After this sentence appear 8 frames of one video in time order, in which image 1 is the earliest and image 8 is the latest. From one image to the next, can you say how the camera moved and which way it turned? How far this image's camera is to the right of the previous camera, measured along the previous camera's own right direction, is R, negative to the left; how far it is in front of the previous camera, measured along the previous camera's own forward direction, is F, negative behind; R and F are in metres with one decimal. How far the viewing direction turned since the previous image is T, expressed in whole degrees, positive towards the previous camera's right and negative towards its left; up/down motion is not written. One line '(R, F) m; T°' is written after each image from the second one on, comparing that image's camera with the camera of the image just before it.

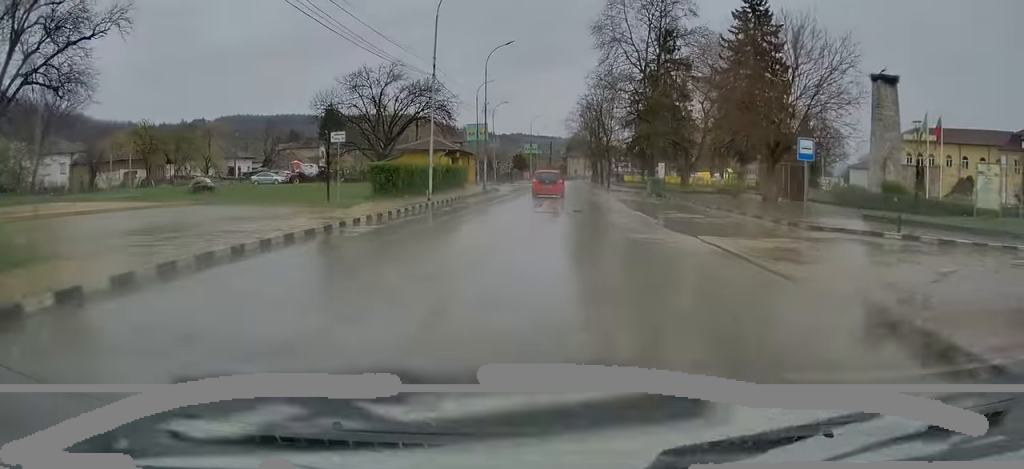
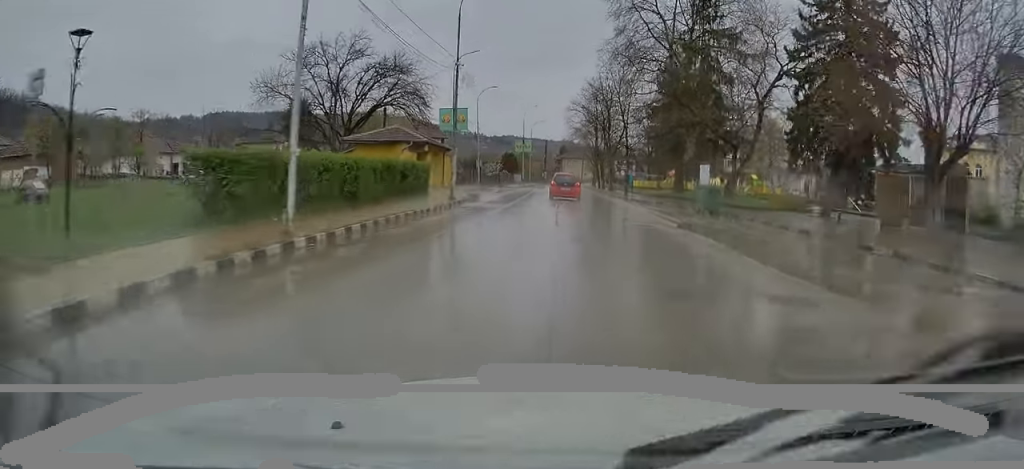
(-0.3, +15.3) m; -1°
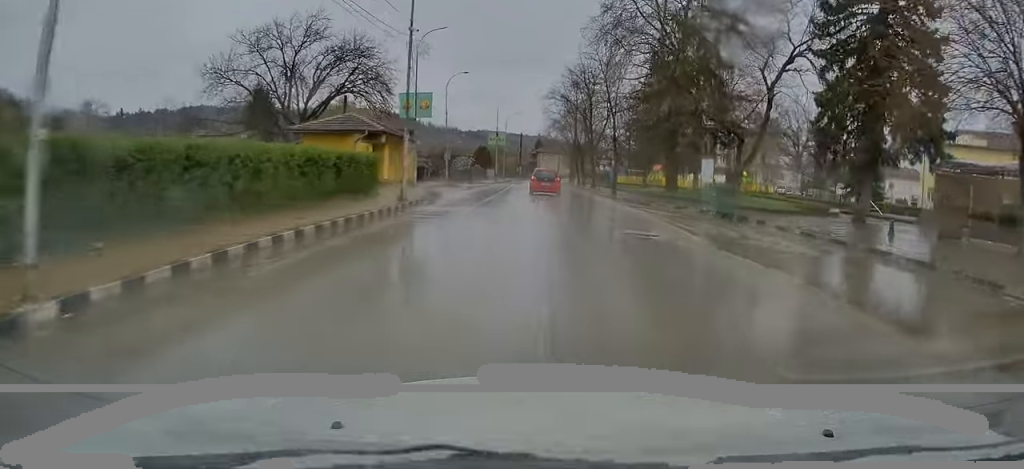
(0.0, +5.9) m; +2°
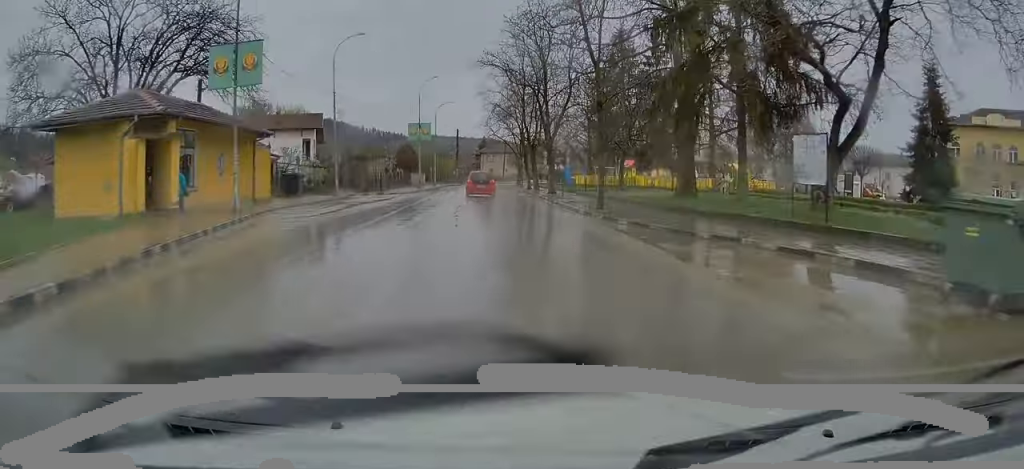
(+1.1, +18.4) m; +3°
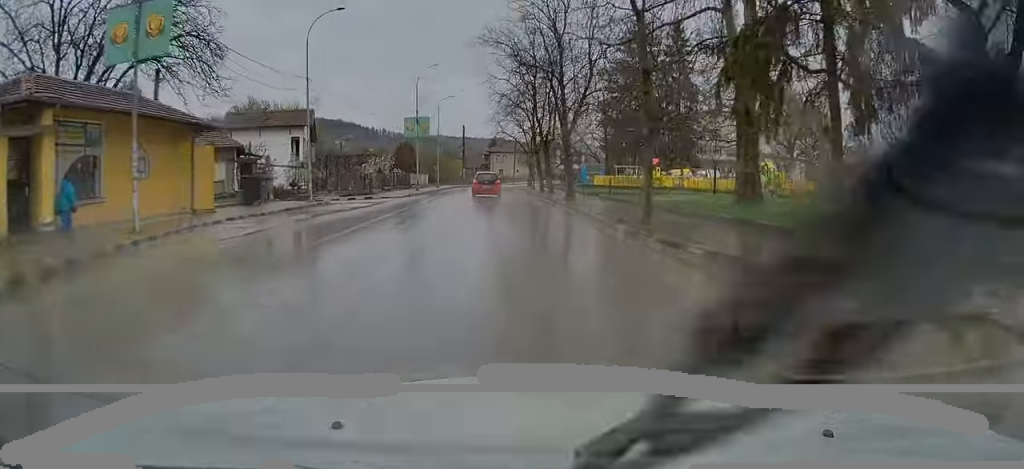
(-0.2, +6.7) m; -1°
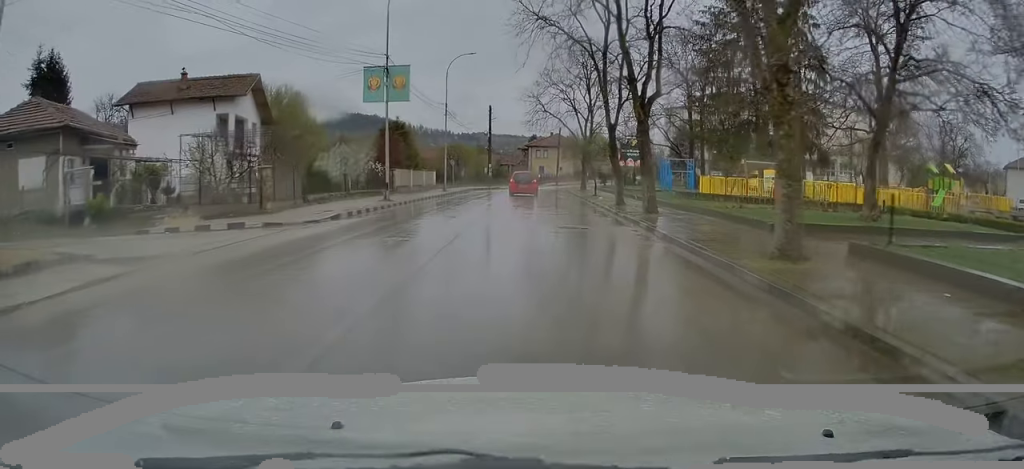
(-0.3, +23.1) m; -1°
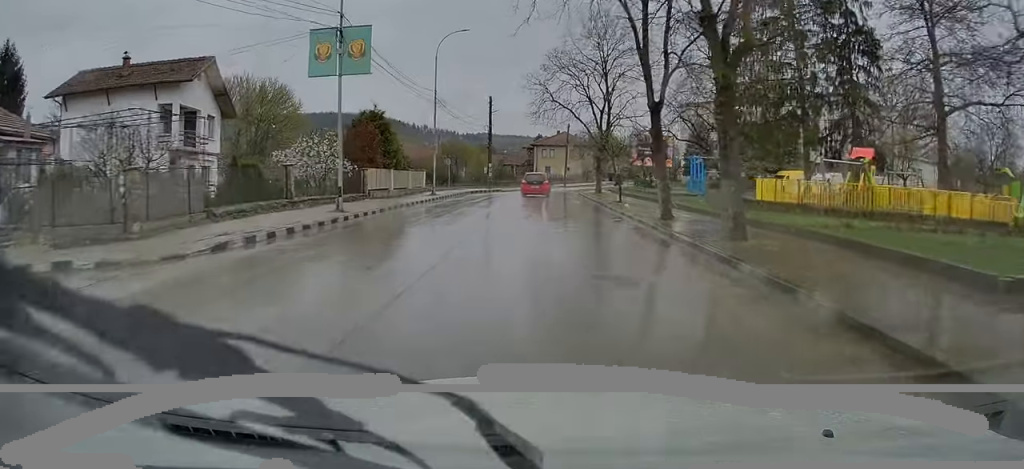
(0.0, +7.6) m; 0°
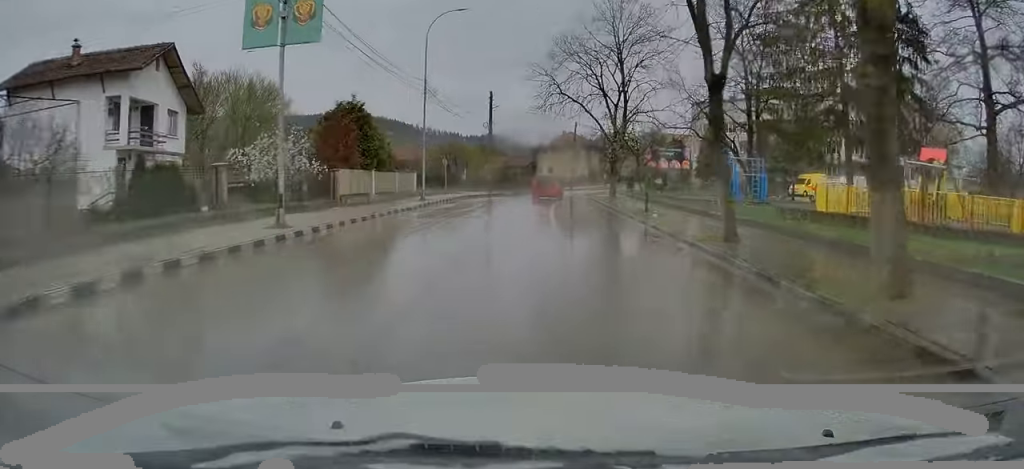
(0.0, +5.2) m; 0°
